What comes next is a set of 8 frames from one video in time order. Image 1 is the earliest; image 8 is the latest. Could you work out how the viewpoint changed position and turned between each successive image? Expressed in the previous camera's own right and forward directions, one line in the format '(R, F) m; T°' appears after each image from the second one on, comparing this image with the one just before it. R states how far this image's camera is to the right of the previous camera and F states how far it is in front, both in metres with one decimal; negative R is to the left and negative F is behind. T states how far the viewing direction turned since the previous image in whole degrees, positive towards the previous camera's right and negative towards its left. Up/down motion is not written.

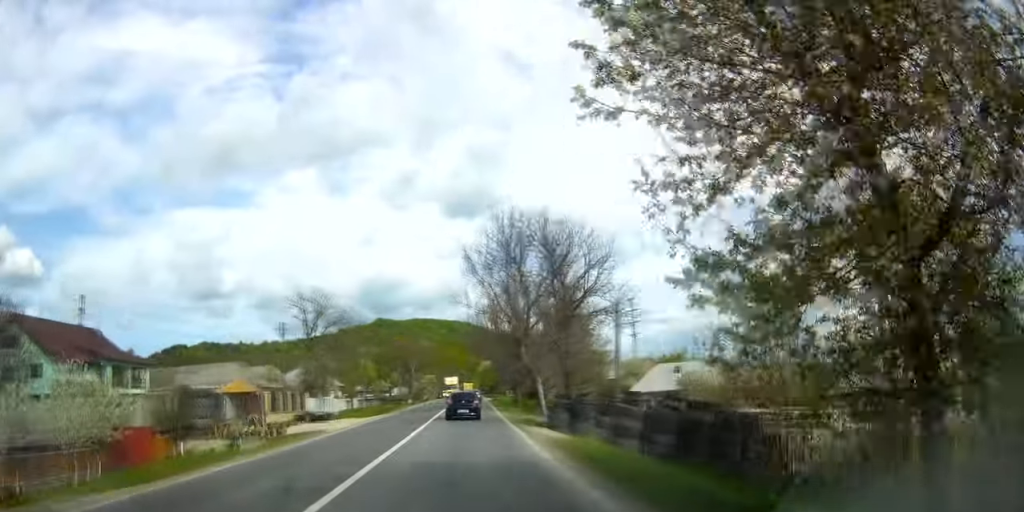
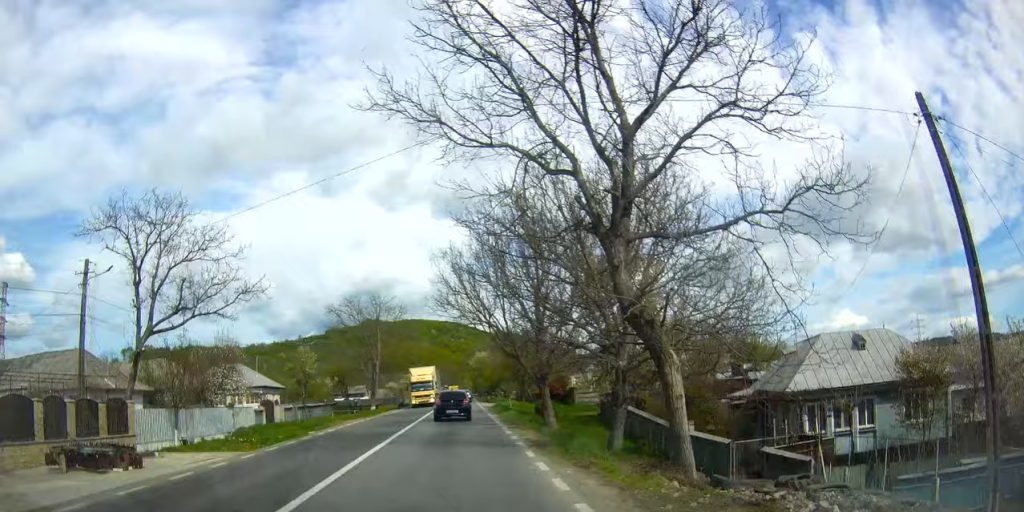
(-0.1, +29.9) m; 0°
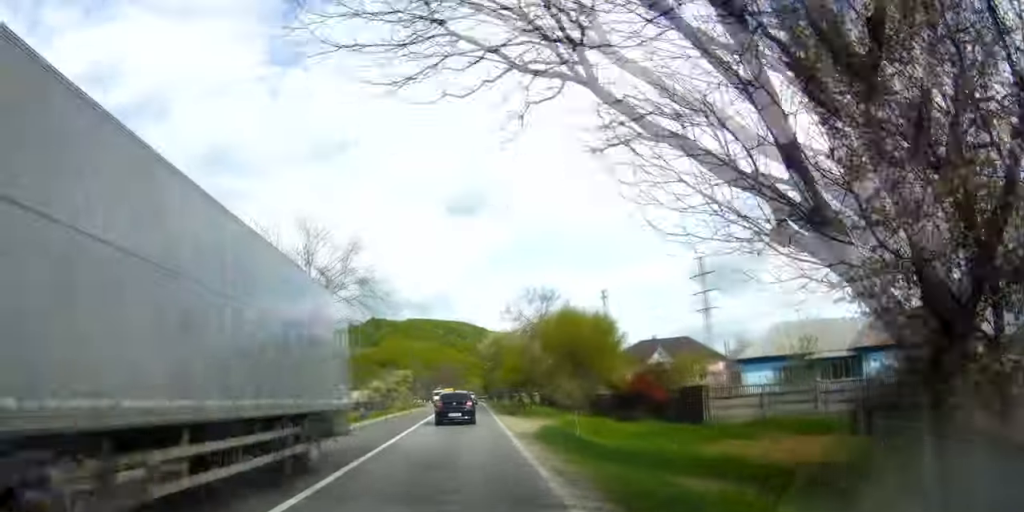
(0.0, +30.8) m; +1°
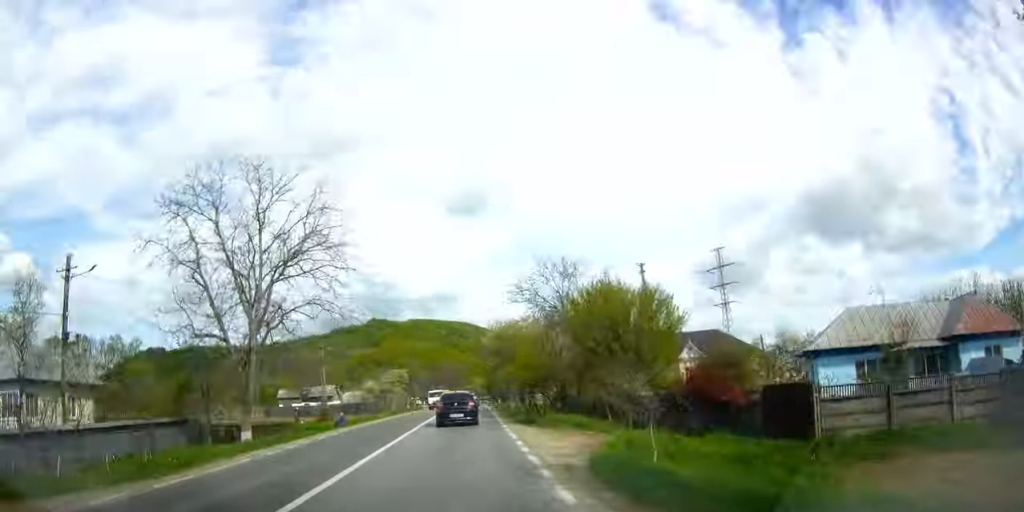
(+0.2, +8.7) m; 0°
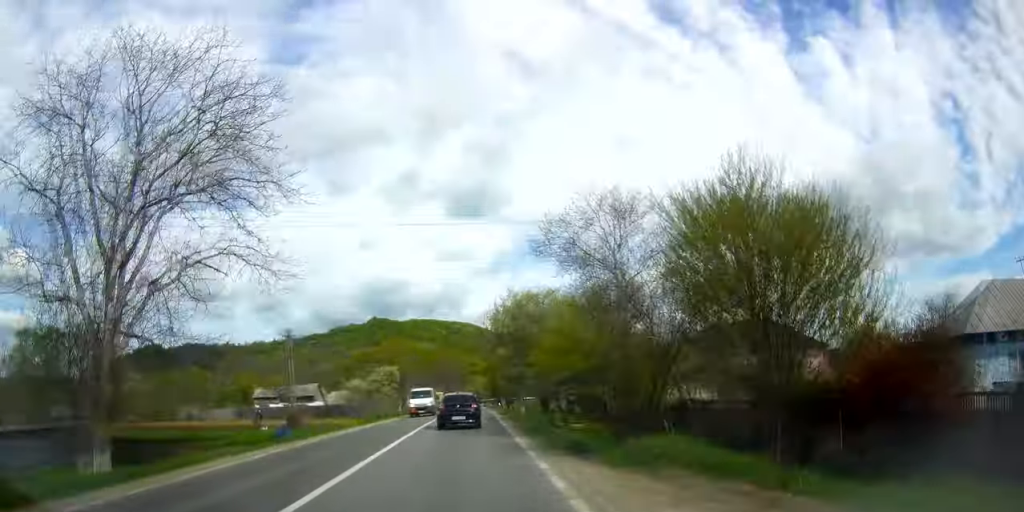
(+0.2, +11.8) m; 0°
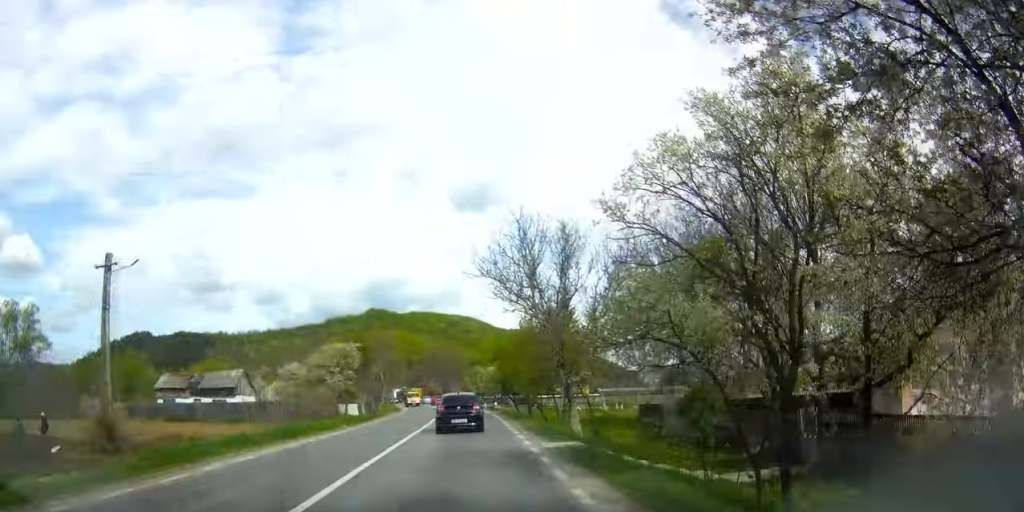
(-0.4, +29.0) m; 0°
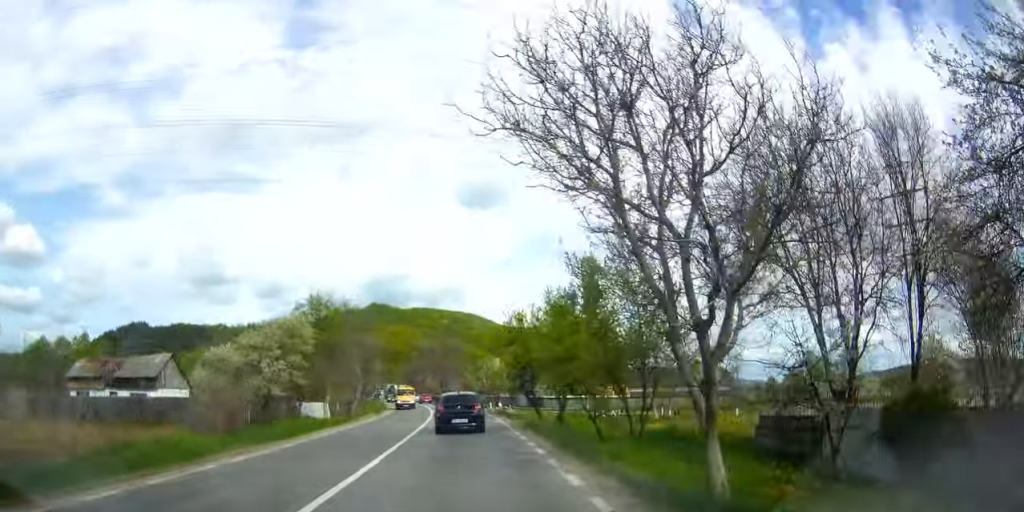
(0.0, +15.3) m; 0°
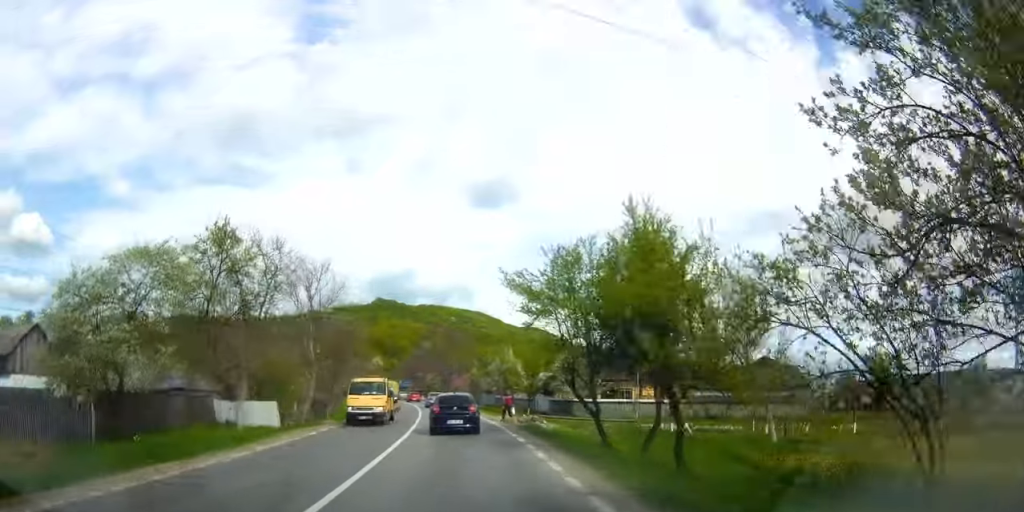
(-0.3, +15.3) m; -1°
